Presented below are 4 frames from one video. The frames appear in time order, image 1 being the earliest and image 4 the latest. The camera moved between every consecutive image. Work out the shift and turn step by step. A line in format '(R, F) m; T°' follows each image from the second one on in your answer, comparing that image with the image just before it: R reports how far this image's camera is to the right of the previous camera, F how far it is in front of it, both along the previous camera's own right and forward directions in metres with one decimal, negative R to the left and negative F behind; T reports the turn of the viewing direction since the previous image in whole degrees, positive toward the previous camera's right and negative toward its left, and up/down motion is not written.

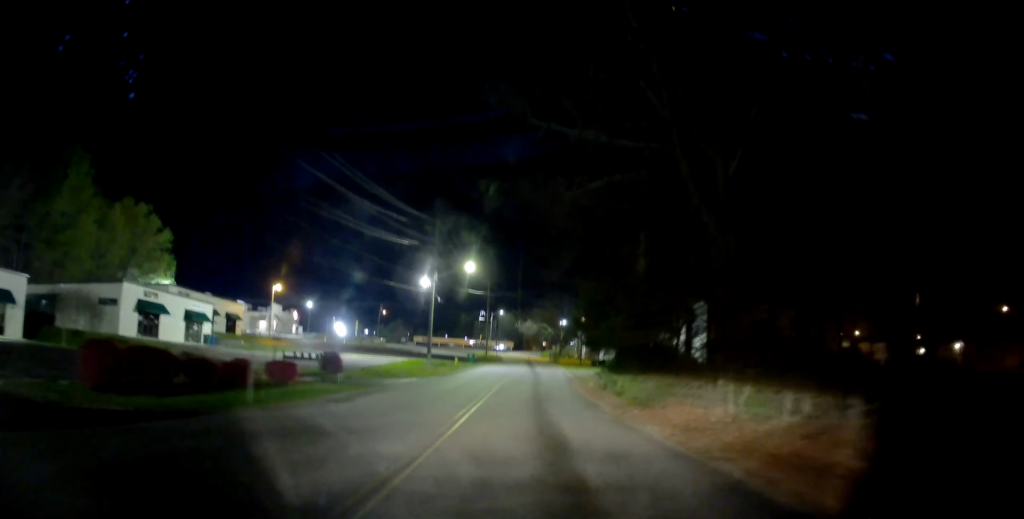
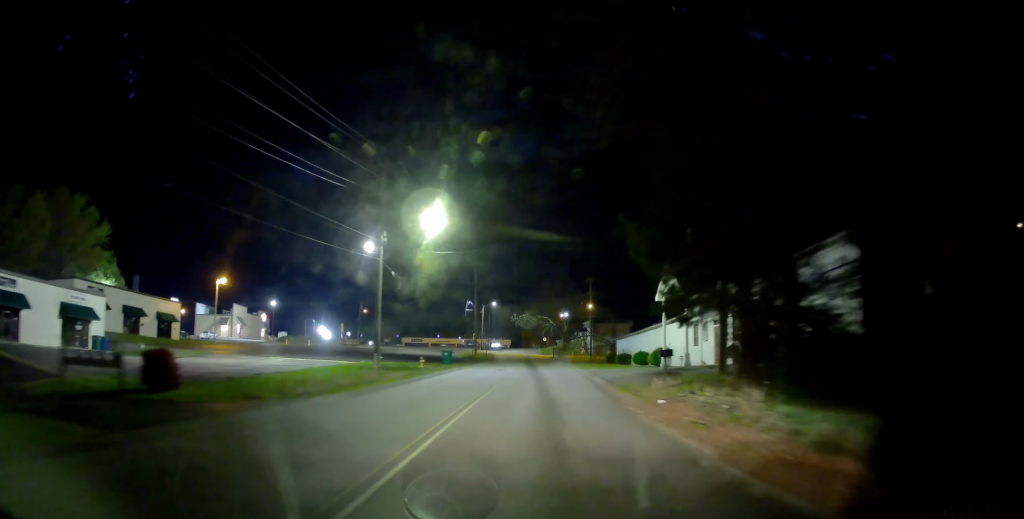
(0.0, +17.4) m; 0°
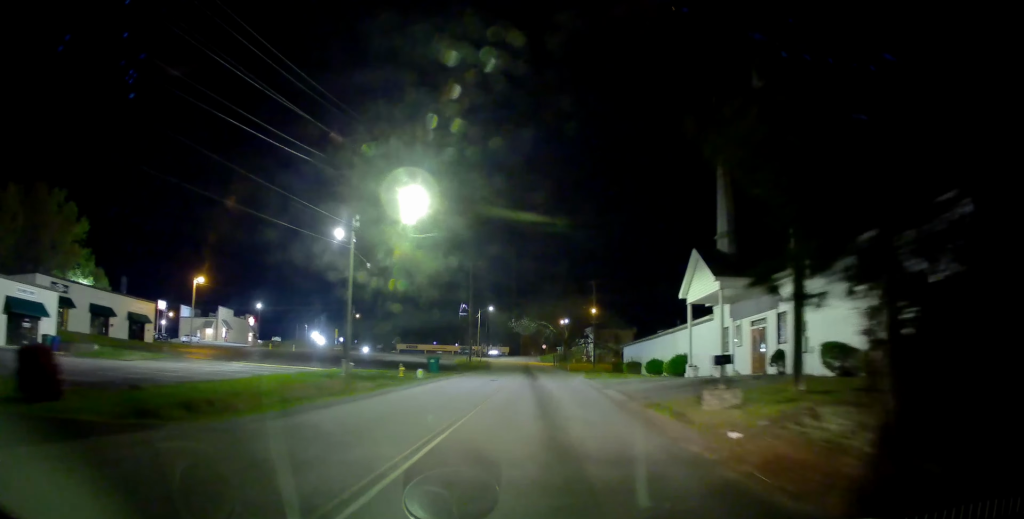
(0.0, +5.7) m; 0°
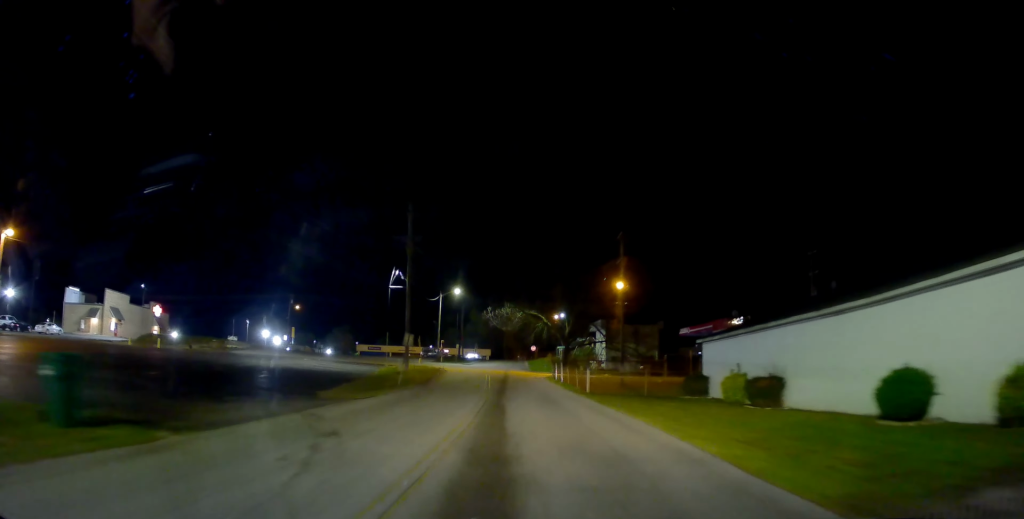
(+0.2, +33.0) m; +2°
